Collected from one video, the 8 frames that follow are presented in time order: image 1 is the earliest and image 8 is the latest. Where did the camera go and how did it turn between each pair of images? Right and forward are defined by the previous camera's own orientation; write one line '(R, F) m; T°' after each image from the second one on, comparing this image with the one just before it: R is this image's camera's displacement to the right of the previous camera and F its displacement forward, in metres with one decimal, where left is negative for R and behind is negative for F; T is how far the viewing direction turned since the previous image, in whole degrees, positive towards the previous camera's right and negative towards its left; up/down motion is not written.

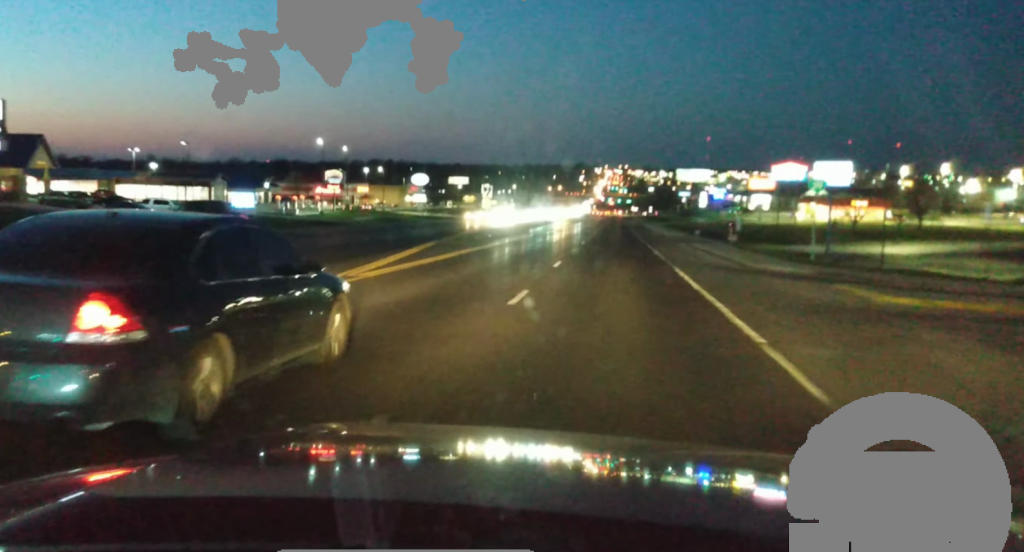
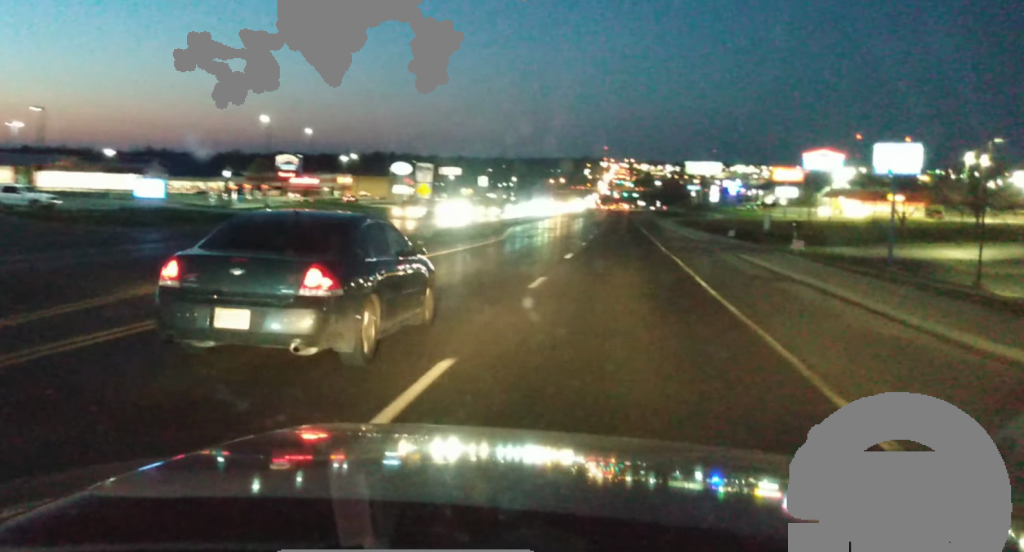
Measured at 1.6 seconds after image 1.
(-1.0, +21.7) m; -1°
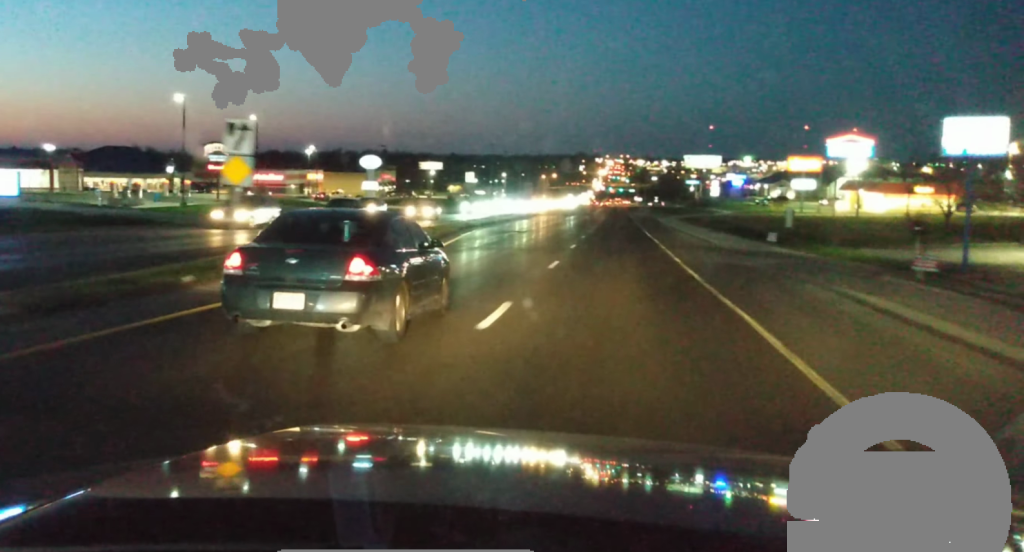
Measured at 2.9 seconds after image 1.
(+0.5, +18.1) m; -3°
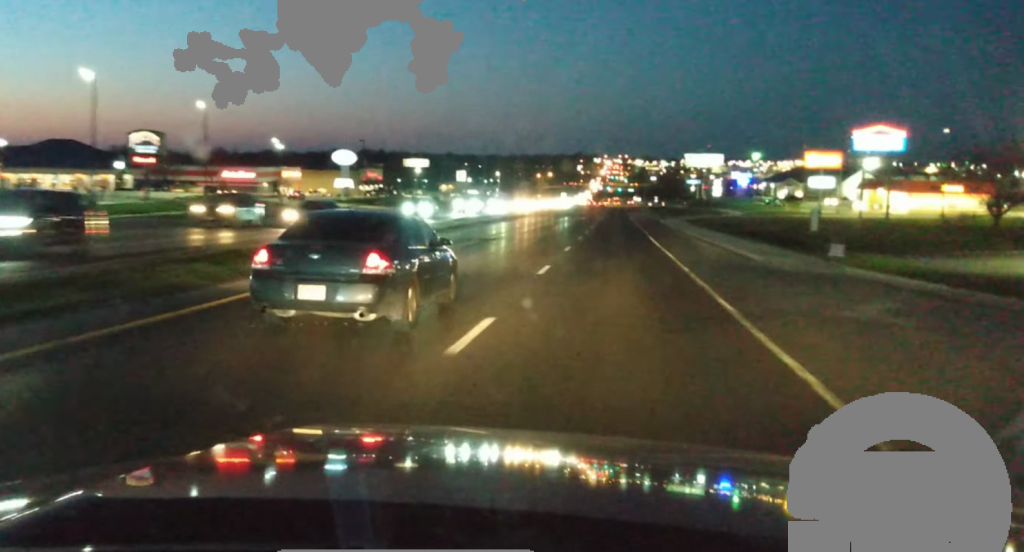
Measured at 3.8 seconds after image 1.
(-1.2, +13.5) m; -2°
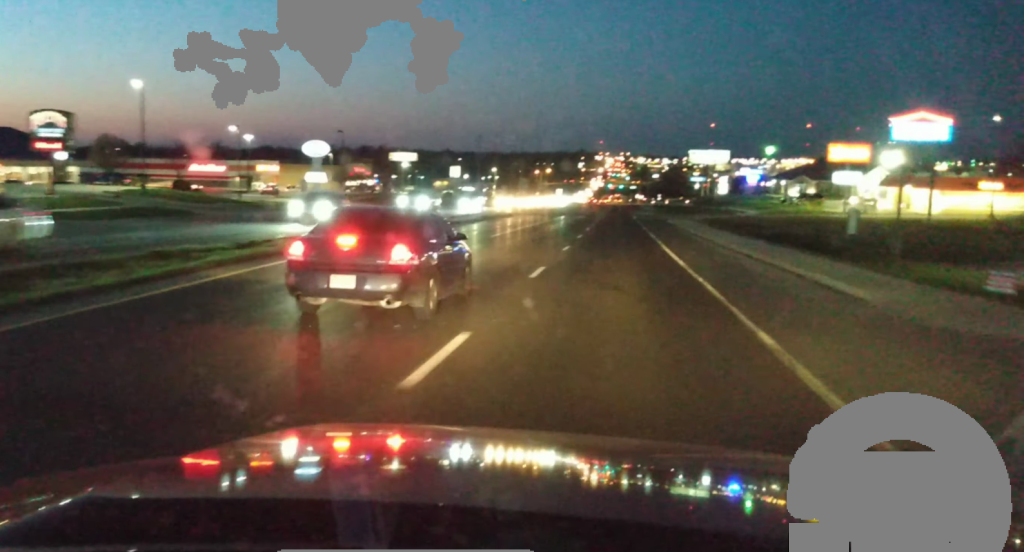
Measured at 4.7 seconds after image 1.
(+0.6, +13.3) m; +3°
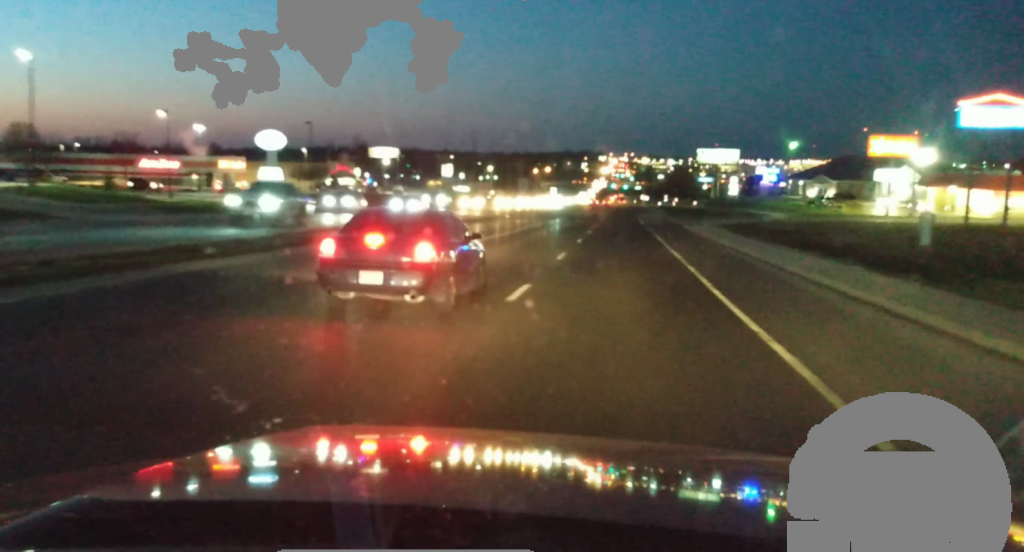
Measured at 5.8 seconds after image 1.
(+0.1, +16.0) m; 0°
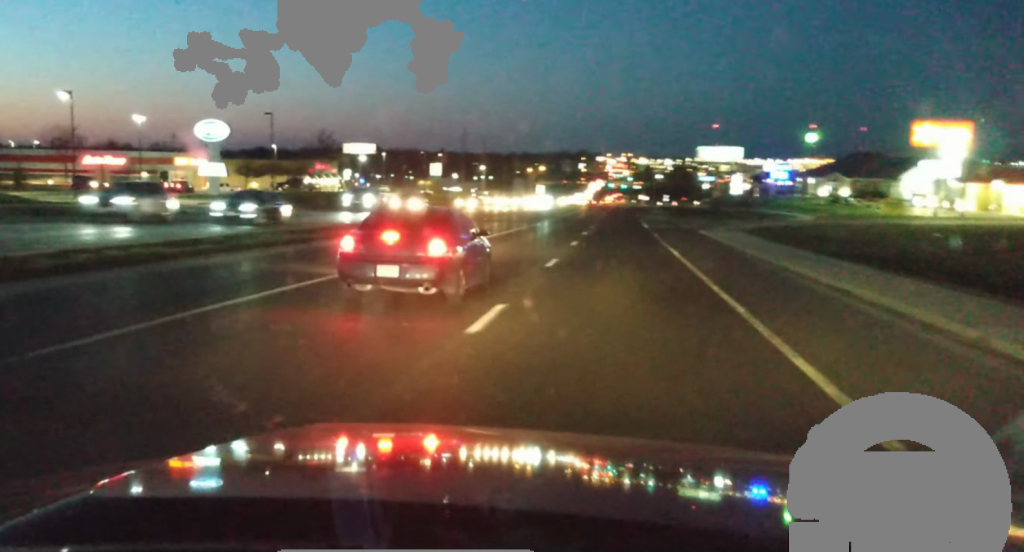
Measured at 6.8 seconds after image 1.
(-0.1, +15.8) m; 0°
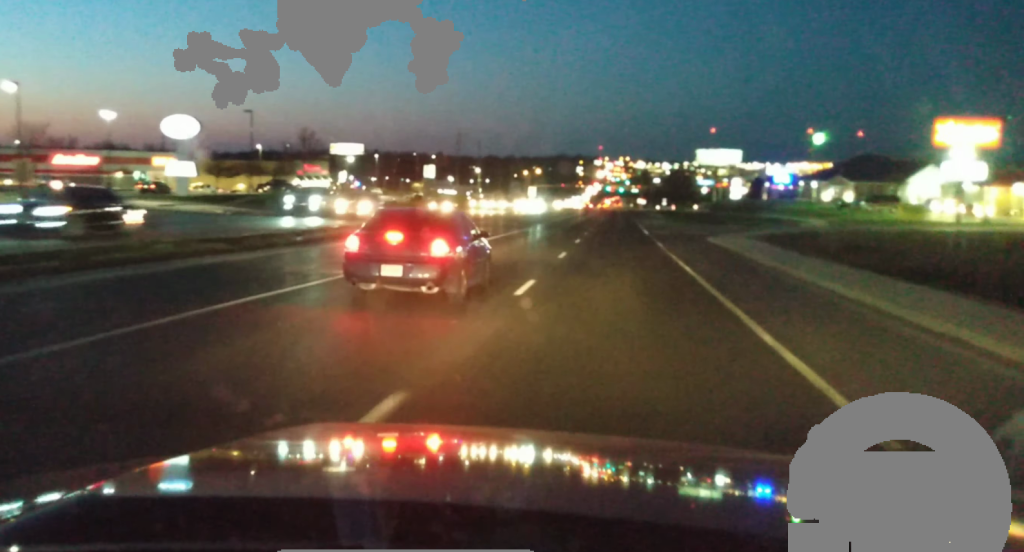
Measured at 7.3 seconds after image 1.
(+0.1, +6.8) m; +1°
